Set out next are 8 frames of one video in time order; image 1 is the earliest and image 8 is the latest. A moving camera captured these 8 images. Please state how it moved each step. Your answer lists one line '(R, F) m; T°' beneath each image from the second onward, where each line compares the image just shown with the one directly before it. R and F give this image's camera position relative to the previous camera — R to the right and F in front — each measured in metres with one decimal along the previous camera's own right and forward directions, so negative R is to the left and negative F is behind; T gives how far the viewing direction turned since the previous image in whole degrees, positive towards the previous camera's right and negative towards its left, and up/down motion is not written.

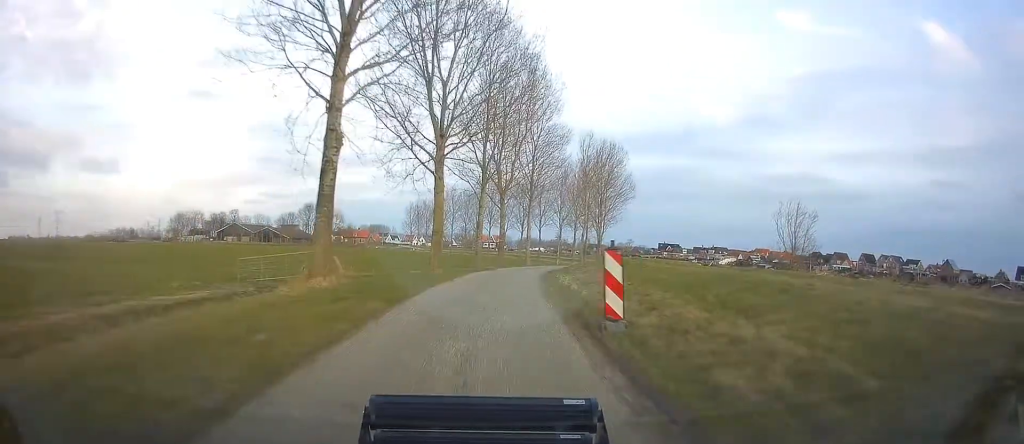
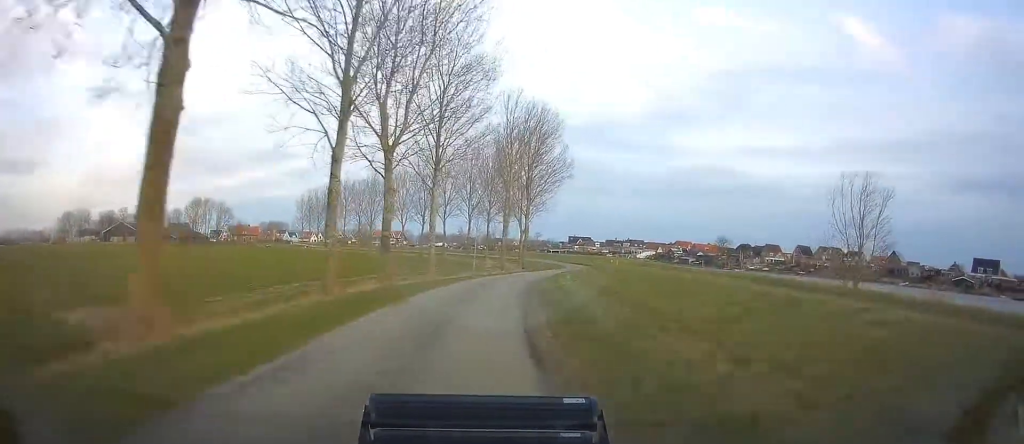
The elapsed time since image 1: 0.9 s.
(+1.2, +24.1) m; +7°
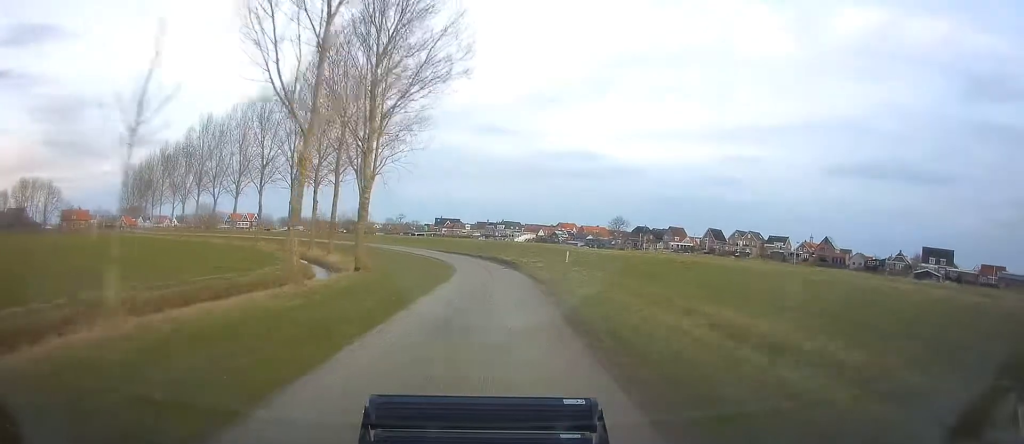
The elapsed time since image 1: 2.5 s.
(+4.6, +38.1) m; +11°
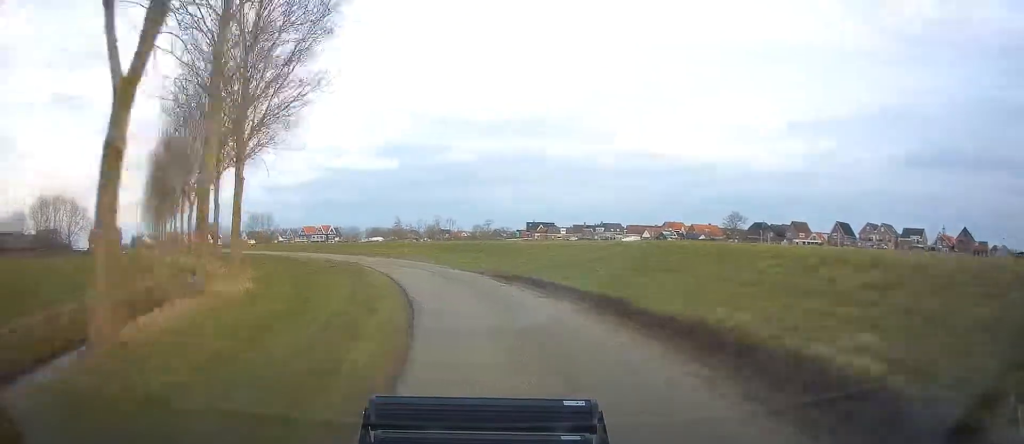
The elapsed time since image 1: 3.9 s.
(-0.3, +33.4) m; -7°
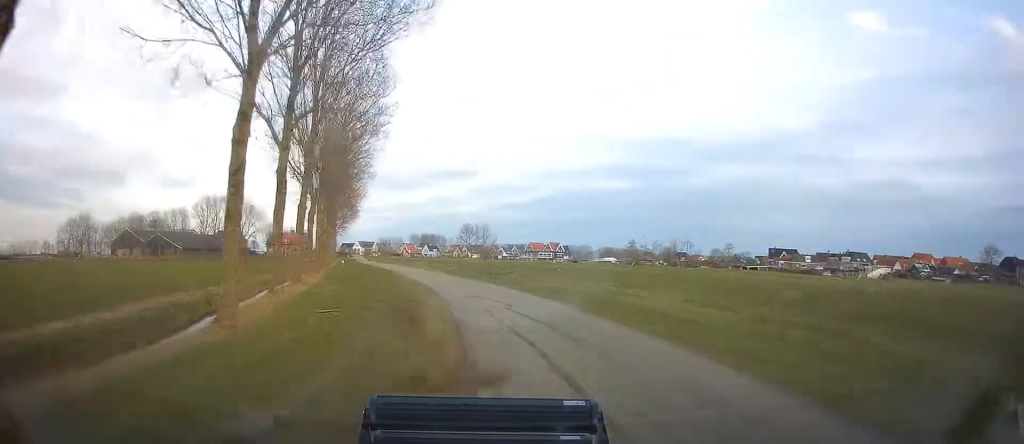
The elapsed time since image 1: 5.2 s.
(-3.8, +26.0) m; -17°
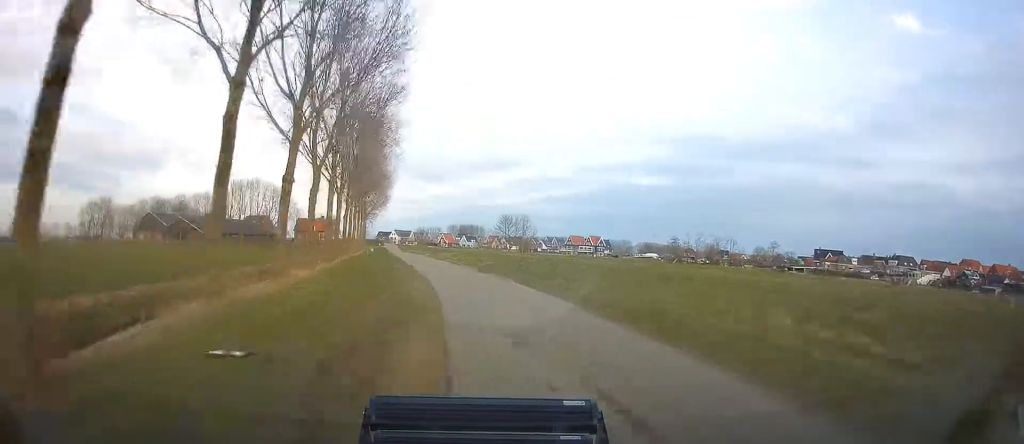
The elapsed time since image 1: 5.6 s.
(+0.1, +8.5) m; -6°
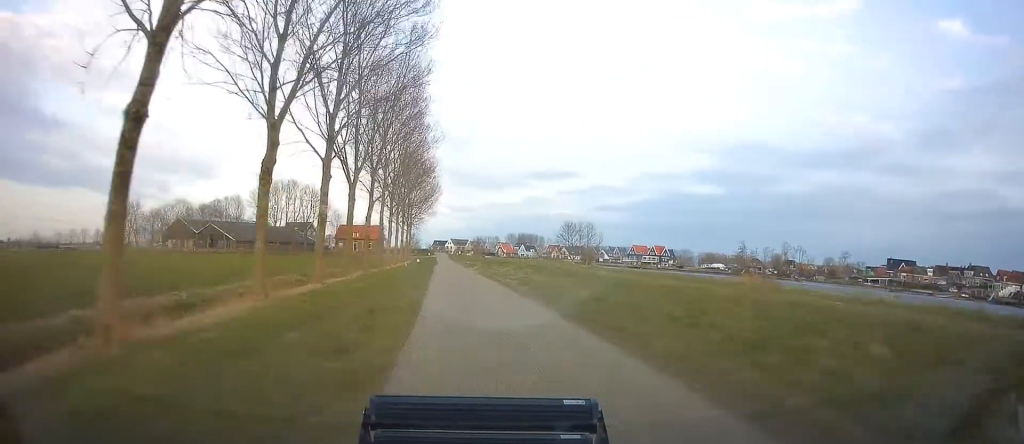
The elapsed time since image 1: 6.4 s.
(-1.8, +16.6) m; -6°
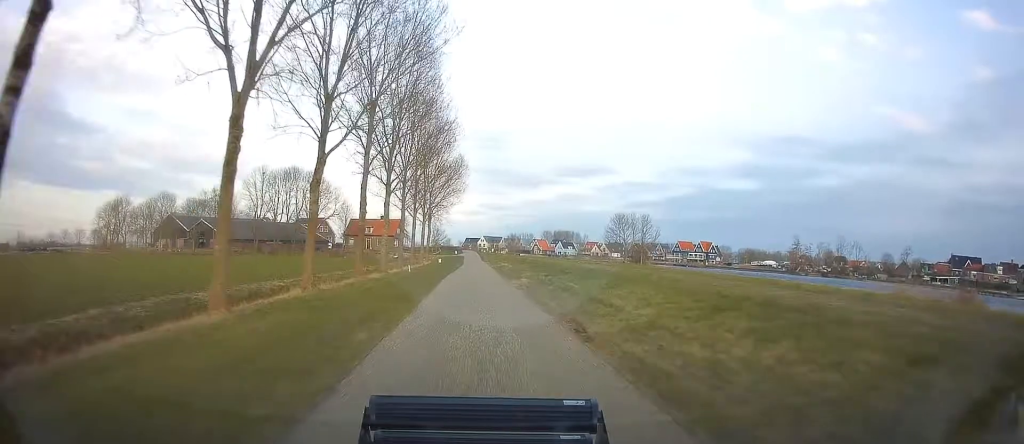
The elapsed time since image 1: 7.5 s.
(-1.2, +24.9) m; -3°
